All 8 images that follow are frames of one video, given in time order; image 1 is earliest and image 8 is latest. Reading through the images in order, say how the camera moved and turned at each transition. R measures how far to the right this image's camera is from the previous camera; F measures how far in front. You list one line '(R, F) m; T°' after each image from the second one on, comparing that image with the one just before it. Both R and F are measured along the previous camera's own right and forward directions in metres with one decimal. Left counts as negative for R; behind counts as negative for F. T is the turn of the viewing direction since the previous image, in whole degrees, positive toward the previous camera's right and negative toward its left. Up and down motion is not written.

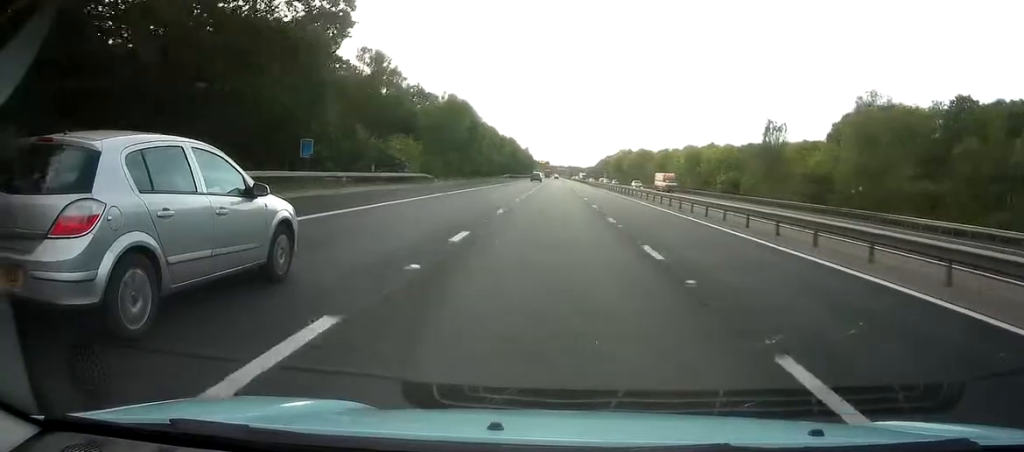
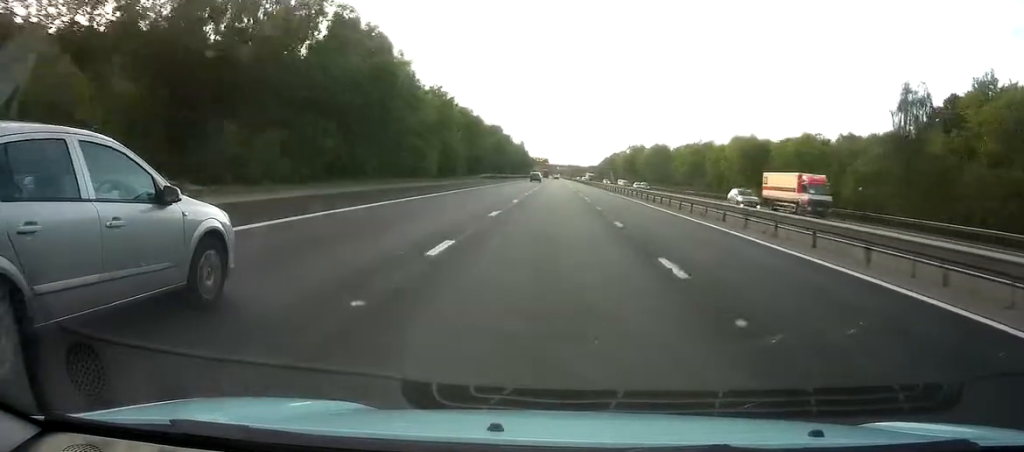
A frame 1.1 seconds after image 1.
(+0.4, +37.6) m; +1°
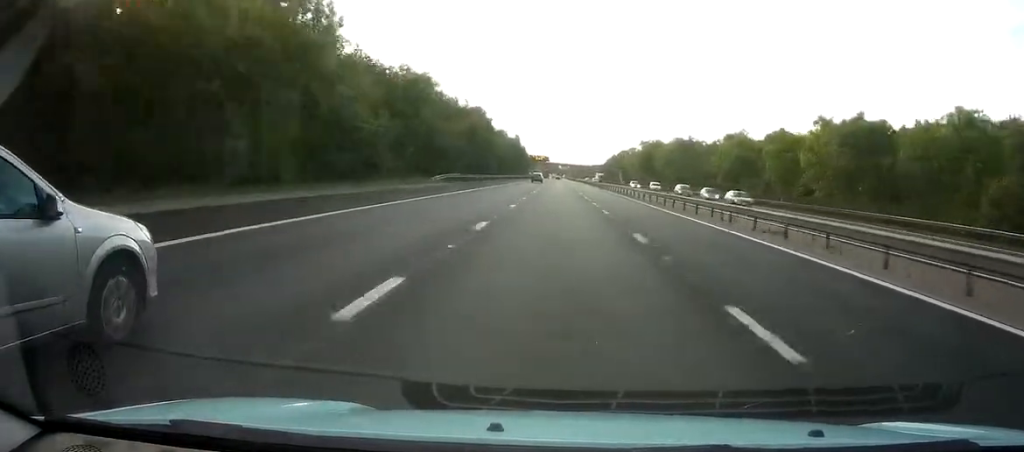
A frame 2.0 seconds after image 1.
(-0.1, +31.9) m; 0°
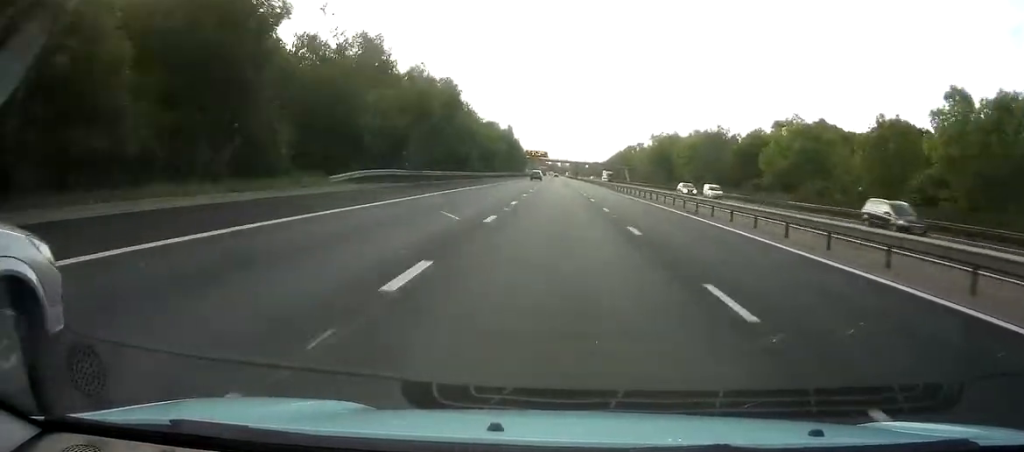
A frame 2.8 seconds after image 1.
(0.0, +25.5) m; 0°
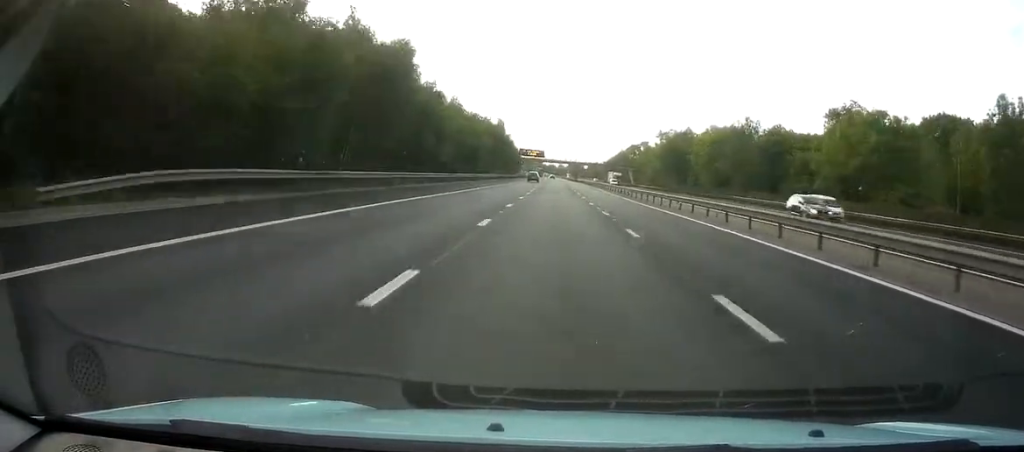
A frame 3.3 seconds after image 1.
(0.0, +18.6) m; 0°
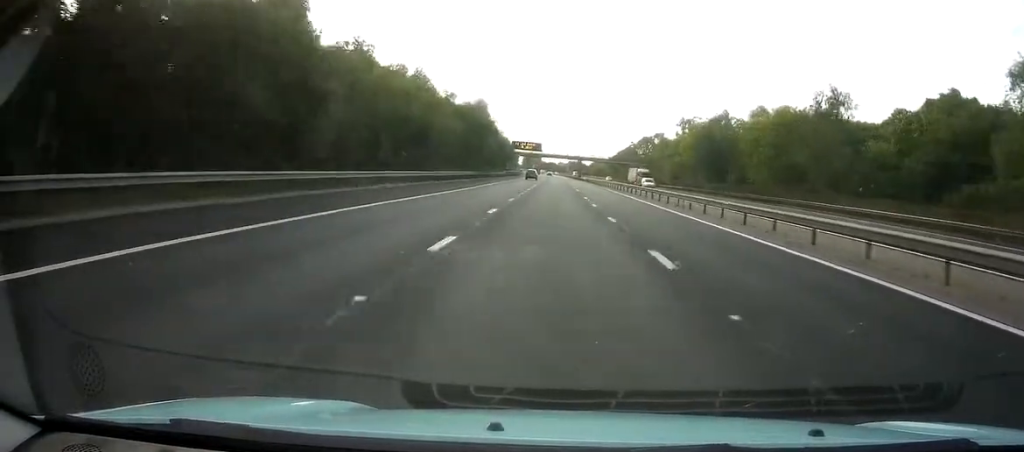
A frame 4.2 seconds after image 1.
(0.0, +31.5) m; 0°
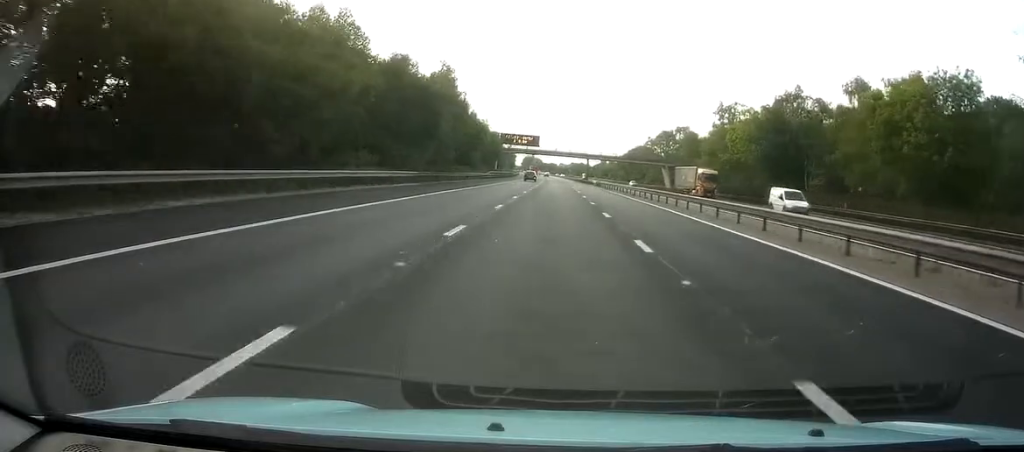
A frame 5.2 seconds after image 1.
(-0.1, +33.9) m; 0°
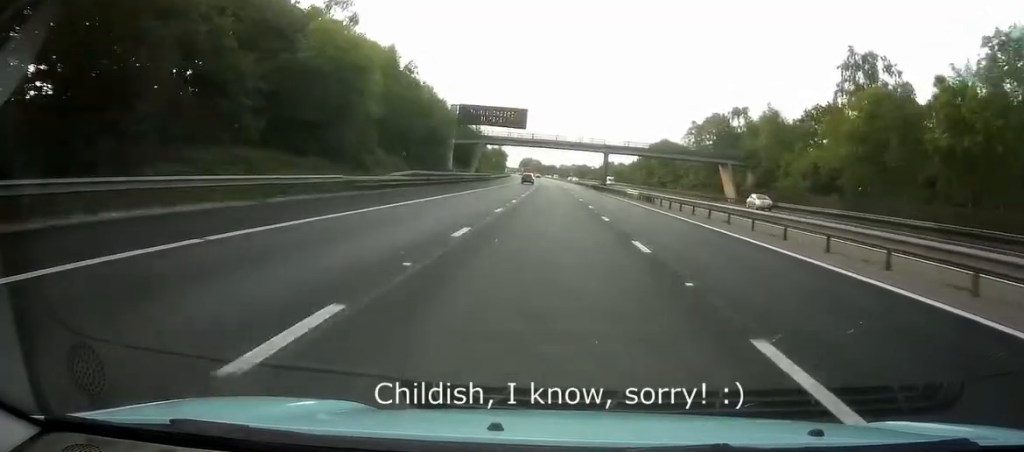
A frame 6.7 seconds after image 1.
(0.0, +52.7) m; 0°
